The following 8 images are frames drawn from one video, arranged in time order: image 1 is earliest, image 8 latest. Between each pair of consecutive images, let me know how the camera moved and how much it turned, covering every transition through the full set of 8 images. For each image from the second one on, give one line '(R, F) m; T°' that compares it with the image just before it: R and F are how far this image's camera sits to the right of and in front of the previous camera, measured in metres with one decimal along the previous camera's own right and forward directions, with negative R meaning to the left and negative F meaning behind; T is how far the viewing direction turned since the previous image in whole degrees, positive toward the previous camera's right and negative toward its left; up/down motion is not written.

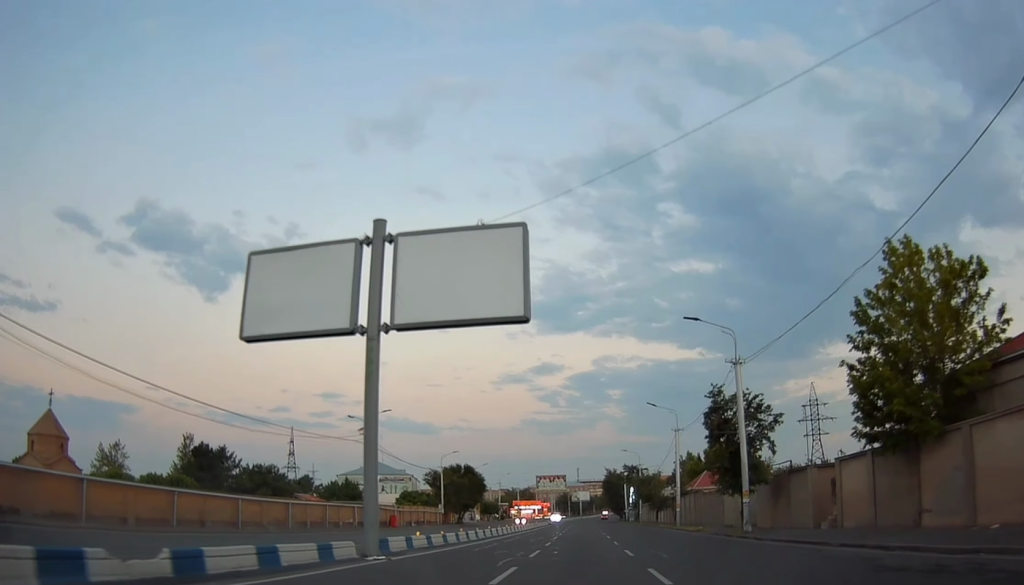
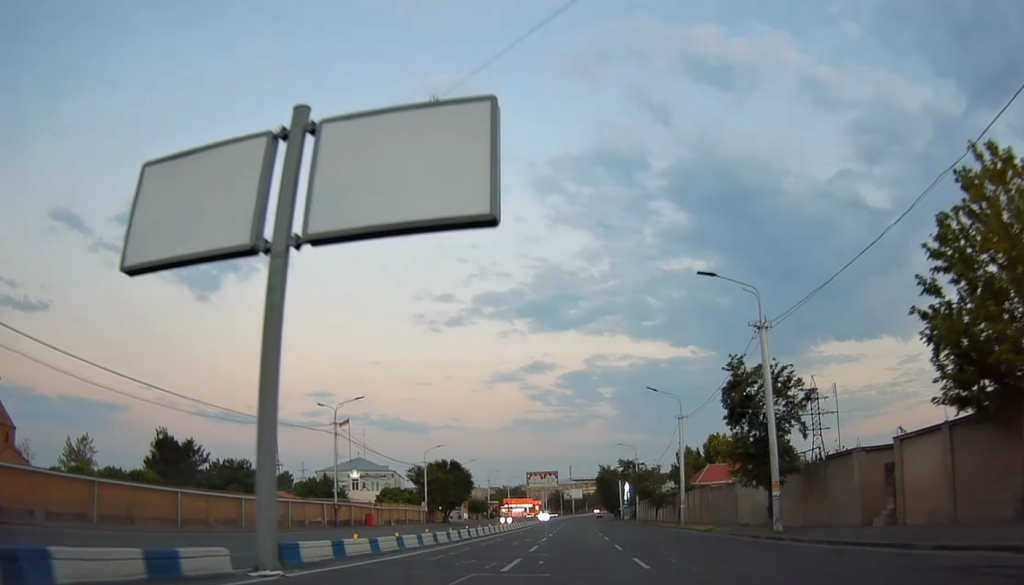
(-0.1, +6.3) m; 0°
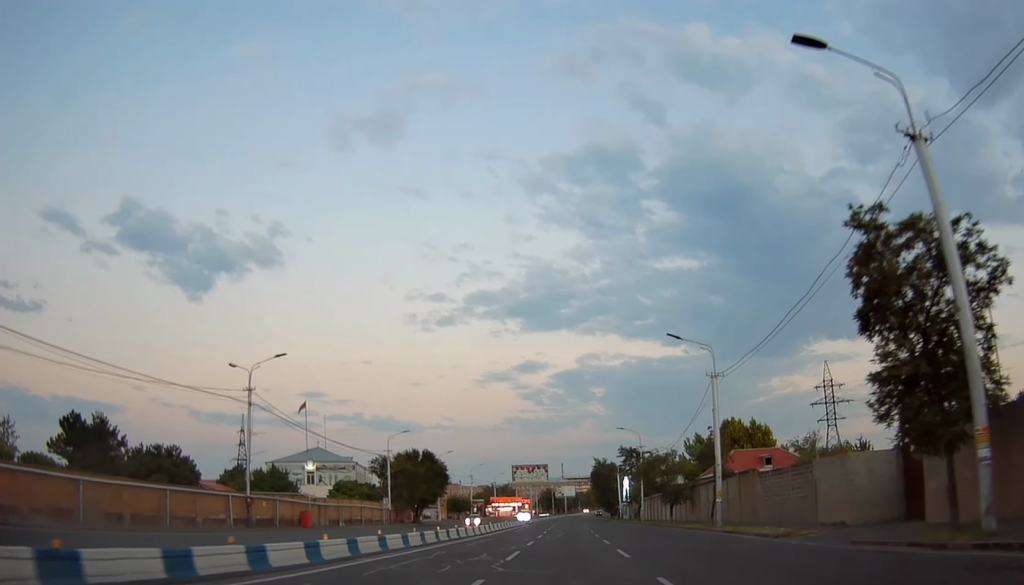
(+0.4, +15.8) m; +1°
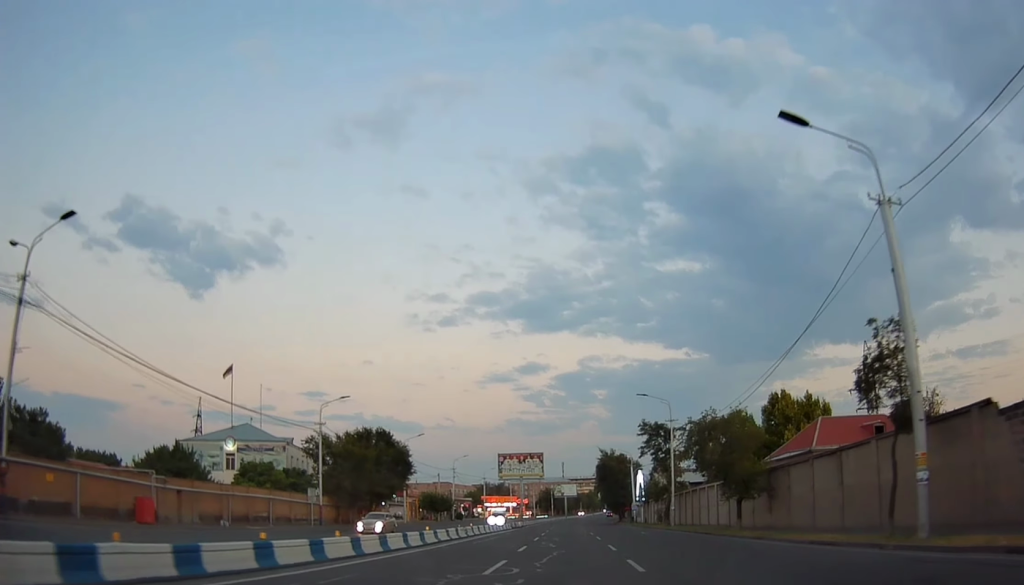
(+0.3, +23.3) m; +2°
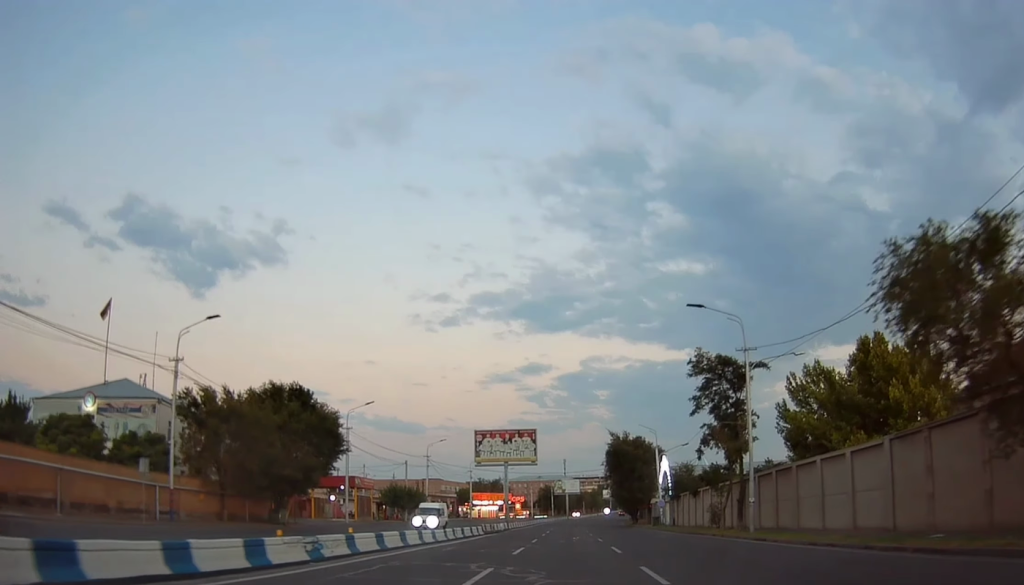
(+0.2, +24.2) m; -1°
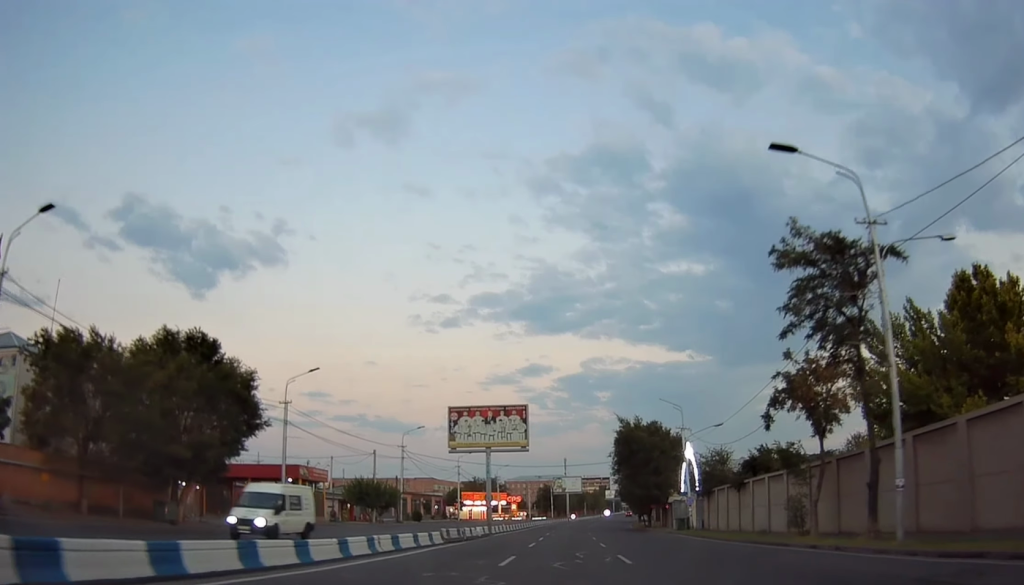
(-0.3, +15.1) m; 0°
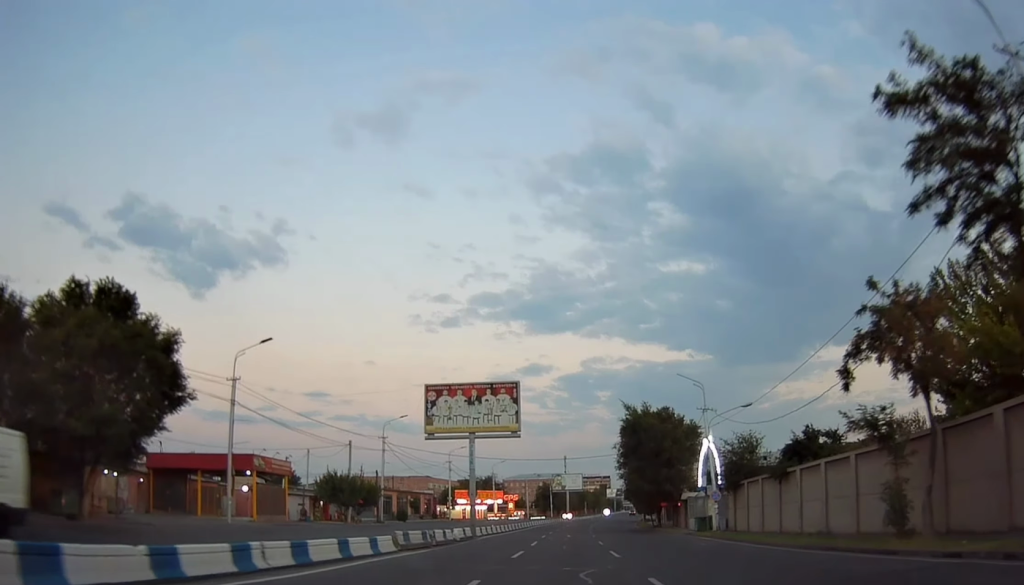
(0.0, +8.6) m; 0°
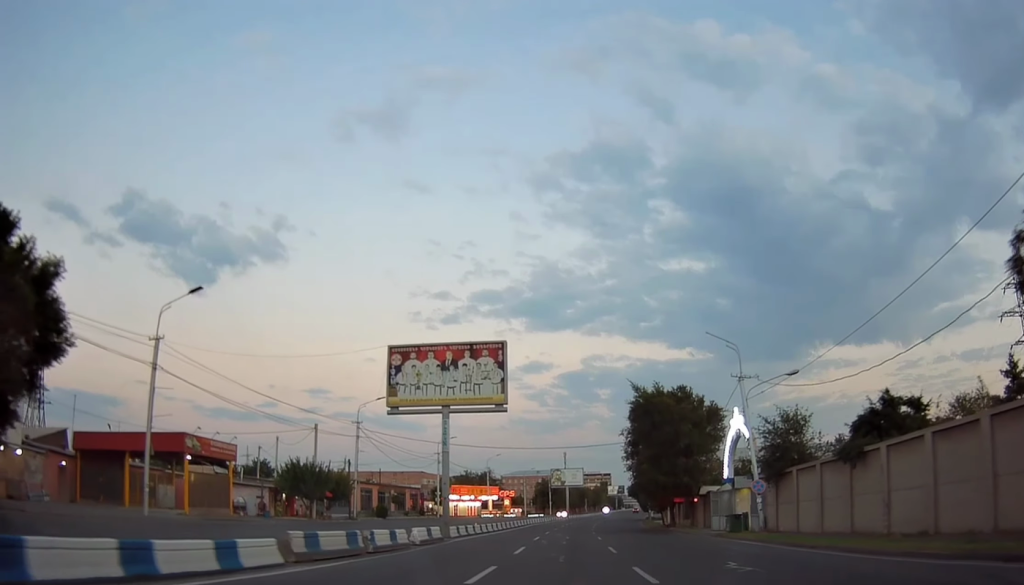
(+0.1, +9.4) m; +1°
